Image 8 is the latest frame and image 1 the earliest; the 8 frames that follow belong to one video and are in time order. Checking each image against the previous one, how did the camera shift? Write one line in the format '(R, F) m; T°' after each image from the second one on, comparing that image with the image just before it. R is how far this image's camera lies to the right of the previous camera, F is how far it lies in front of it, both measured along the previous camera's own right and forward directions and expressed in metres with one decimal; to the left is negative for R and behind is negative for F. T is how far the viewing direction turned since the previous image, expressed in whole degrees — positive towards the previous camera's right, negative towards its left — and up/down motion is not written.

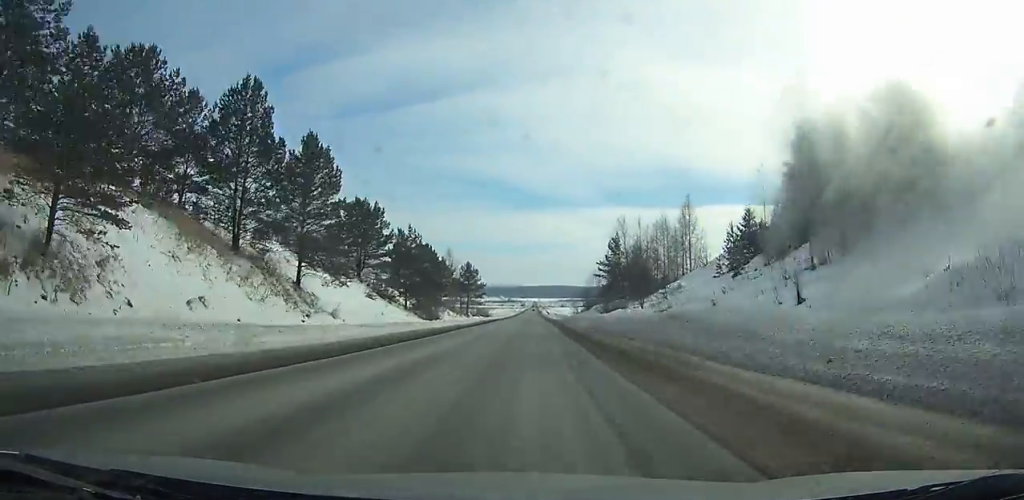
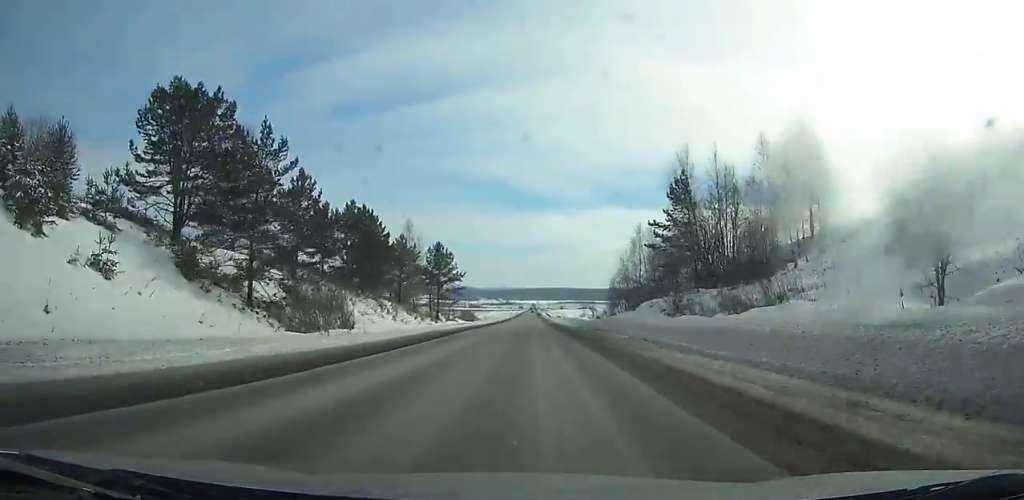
(0.0, +40.3) m; 0°
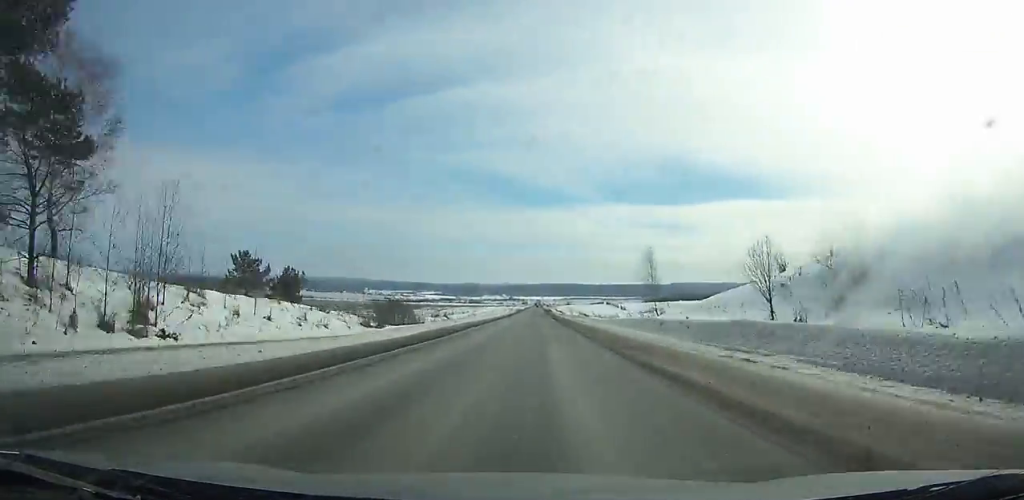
(0.0, +81.4) m; 0°
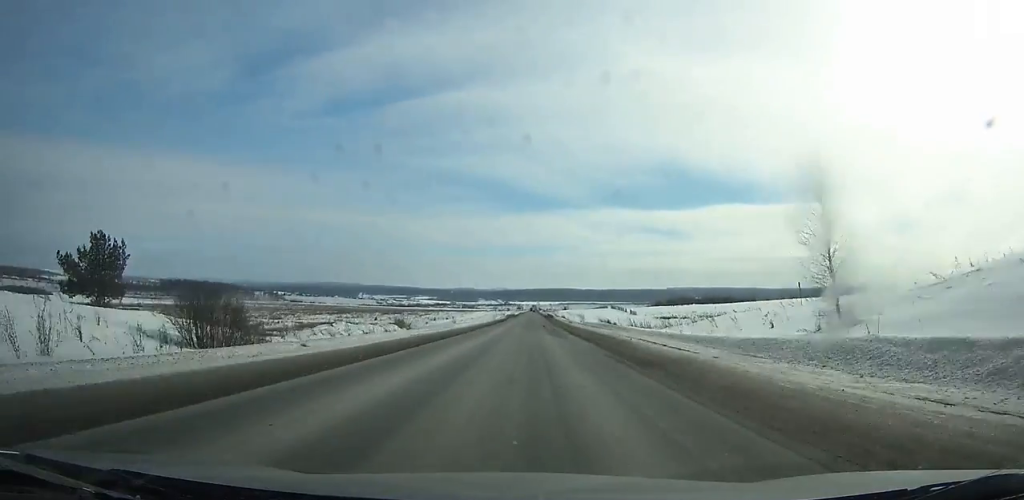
(0.0, +41.0) m; 0°
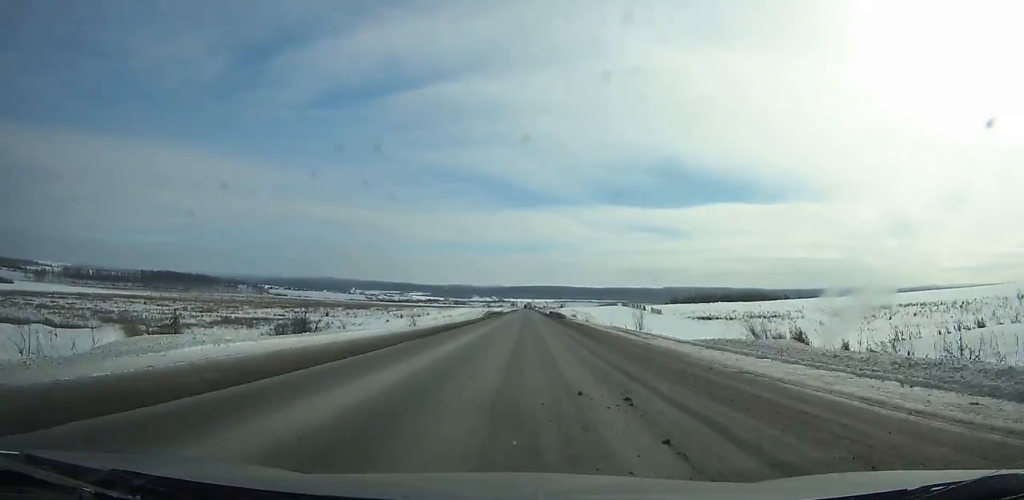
(0.0, +54.8) m; 0°
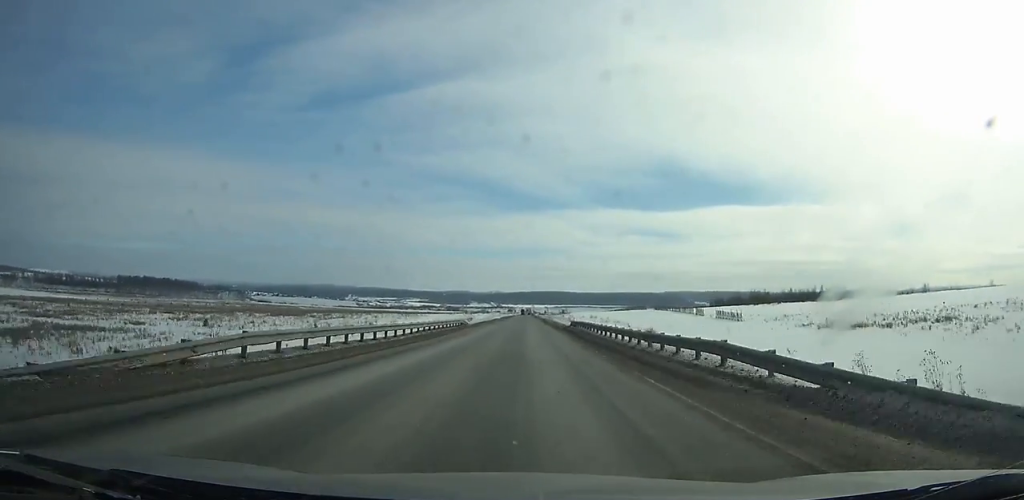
(+0.5, +76.6) m; 0°
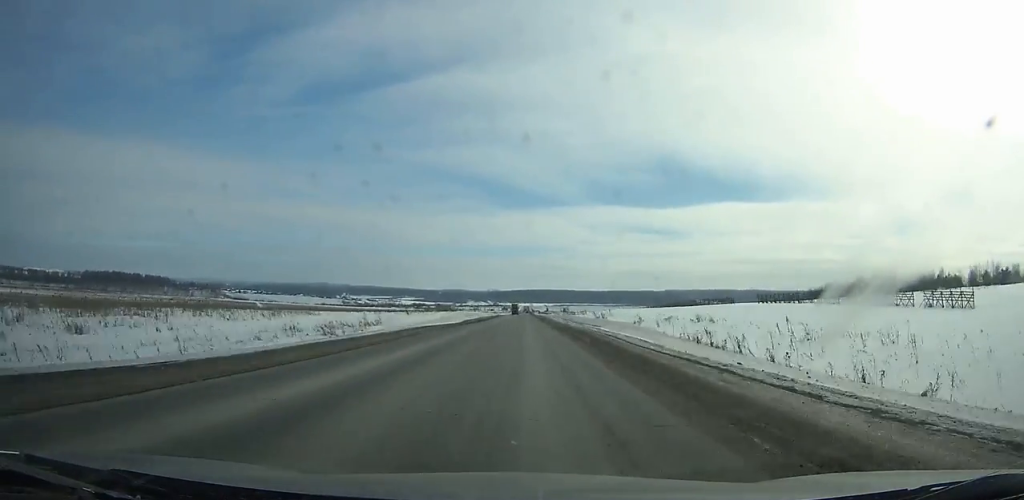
(-0.2, +95.3) m; 0°
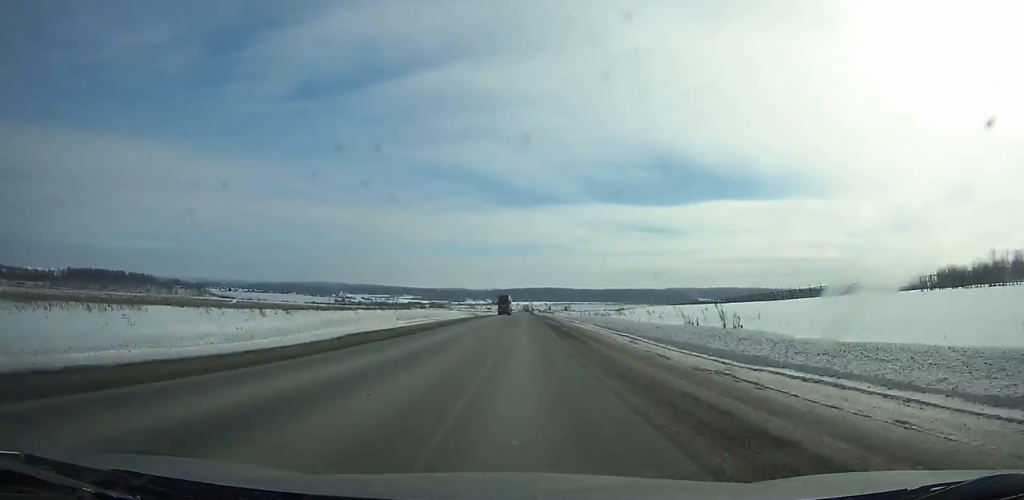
(+0.1, +51.5) m; 0°
